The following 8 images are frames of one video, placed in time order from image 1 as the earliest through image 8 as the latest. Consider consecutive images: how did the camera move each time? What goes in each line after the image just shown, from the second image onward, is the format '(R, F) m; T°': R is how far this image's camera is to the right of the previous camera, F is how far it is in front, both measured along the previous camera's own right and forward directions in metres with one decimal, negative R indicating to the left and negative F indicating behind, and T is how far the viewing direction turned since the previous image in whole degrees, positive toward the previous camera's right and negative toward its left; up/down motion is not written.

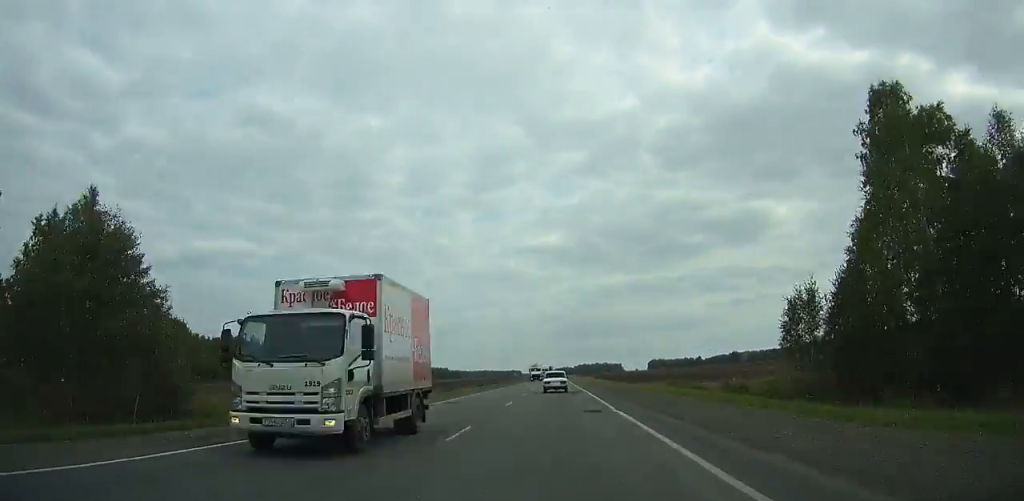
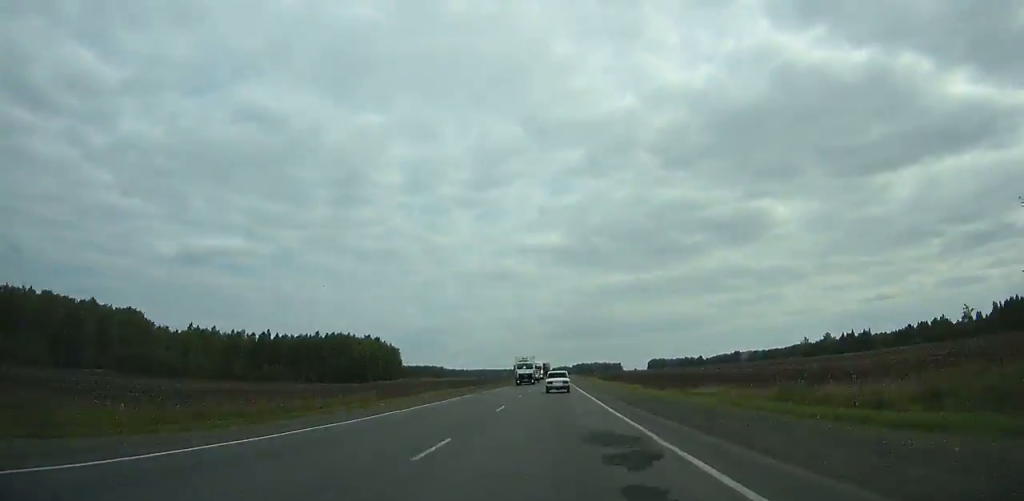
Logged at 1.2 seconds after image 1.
(+0.1, +26.5) m; 0°
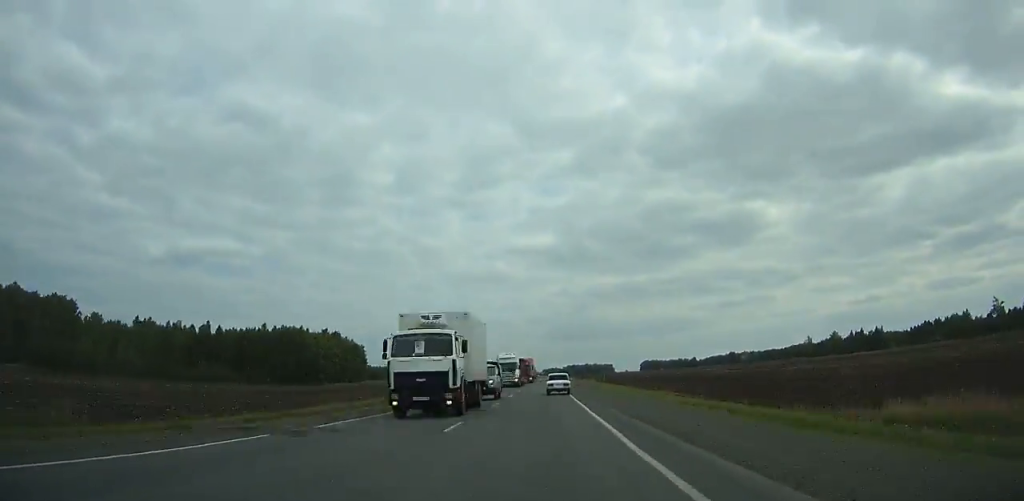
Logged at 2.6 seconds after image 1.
(+0.2, +30.9) m; 0°
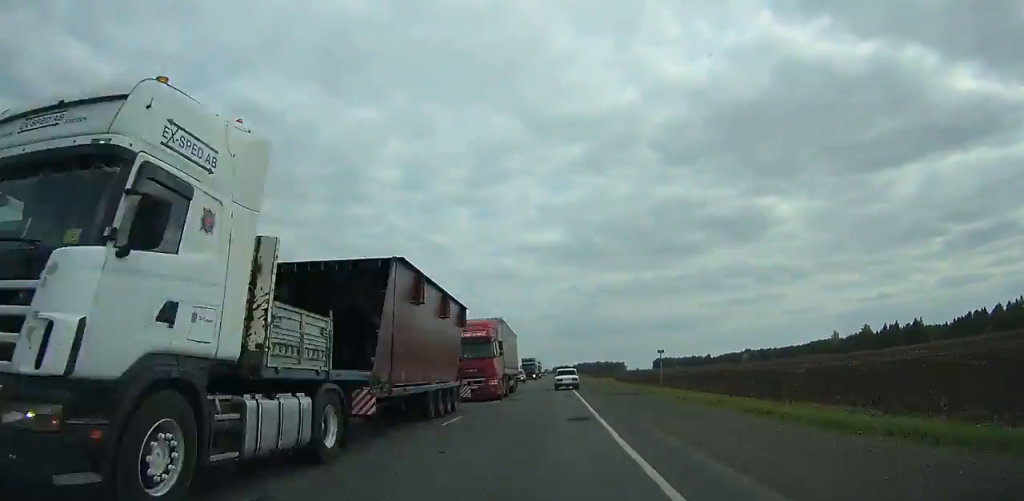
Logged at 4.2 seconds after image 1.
(0.0, +35.4) m; 0°
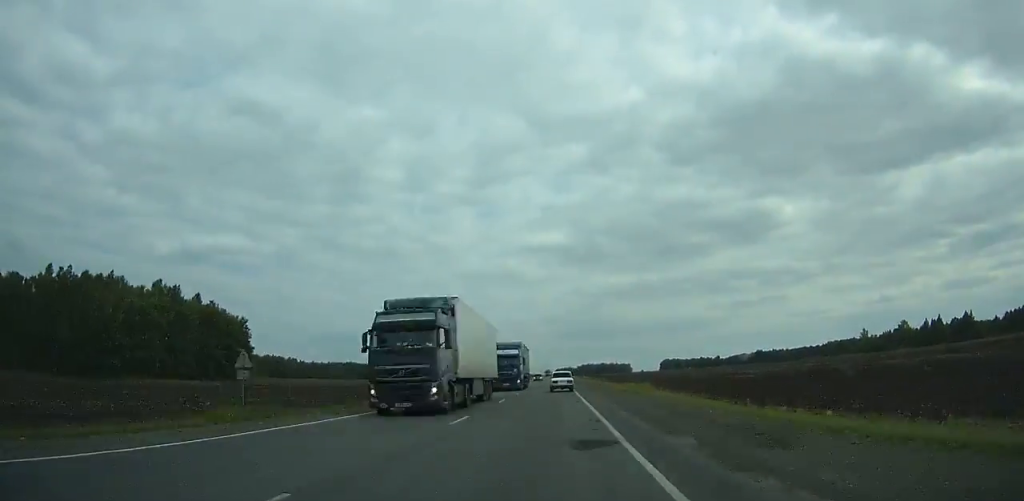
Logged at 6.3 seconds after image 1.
(0.0, +46.5) m; -1°
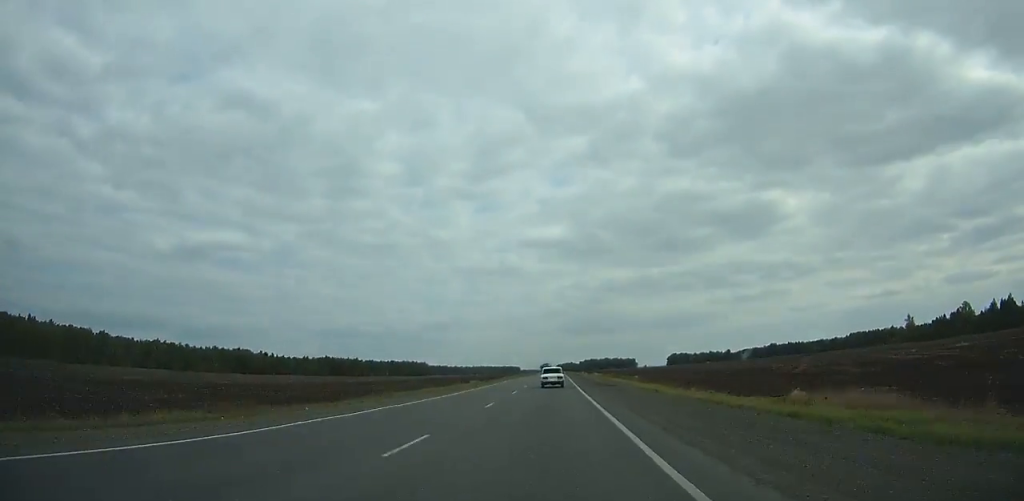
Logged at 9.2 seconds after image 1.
(-0.6, +64.7) m; -1°
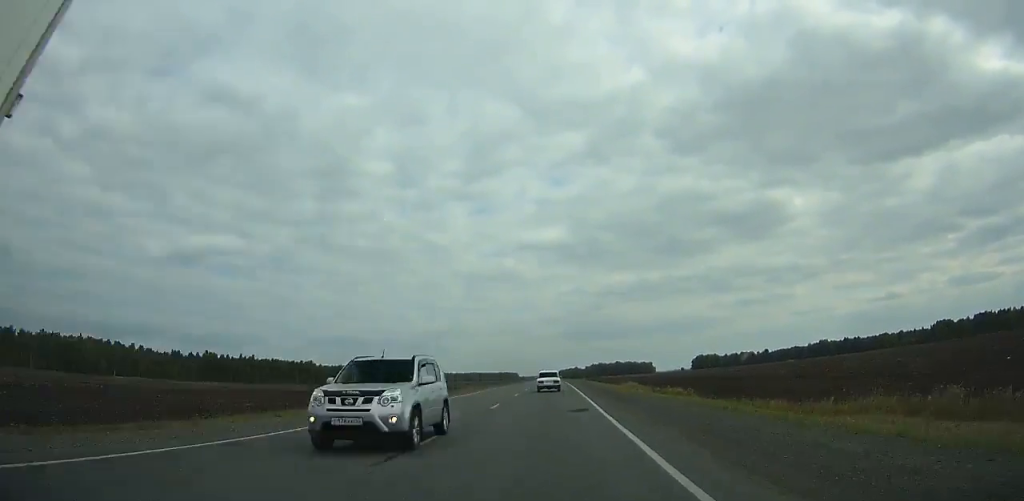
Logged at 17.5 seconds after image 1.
(+1.0, +189.2) m; 0°
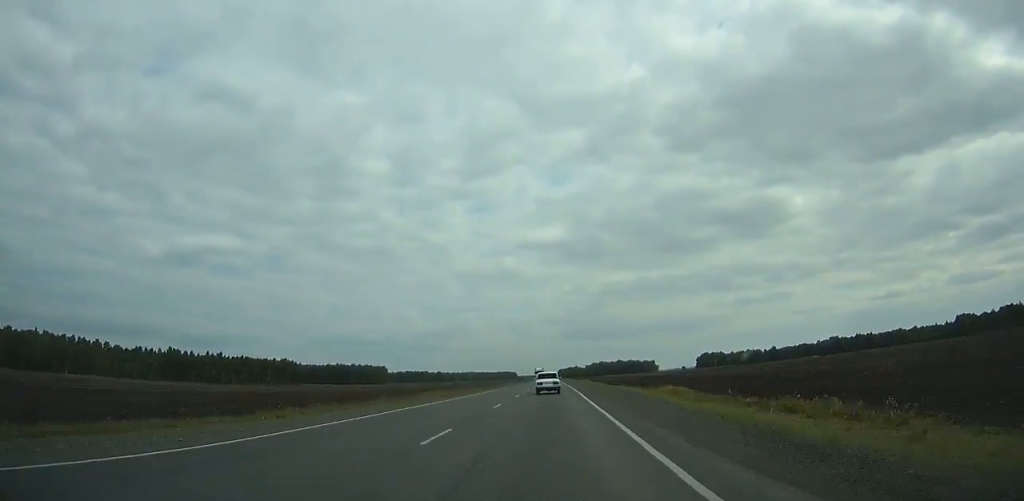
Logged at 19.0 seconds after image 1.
(0.0, +34.8) m; 0°
